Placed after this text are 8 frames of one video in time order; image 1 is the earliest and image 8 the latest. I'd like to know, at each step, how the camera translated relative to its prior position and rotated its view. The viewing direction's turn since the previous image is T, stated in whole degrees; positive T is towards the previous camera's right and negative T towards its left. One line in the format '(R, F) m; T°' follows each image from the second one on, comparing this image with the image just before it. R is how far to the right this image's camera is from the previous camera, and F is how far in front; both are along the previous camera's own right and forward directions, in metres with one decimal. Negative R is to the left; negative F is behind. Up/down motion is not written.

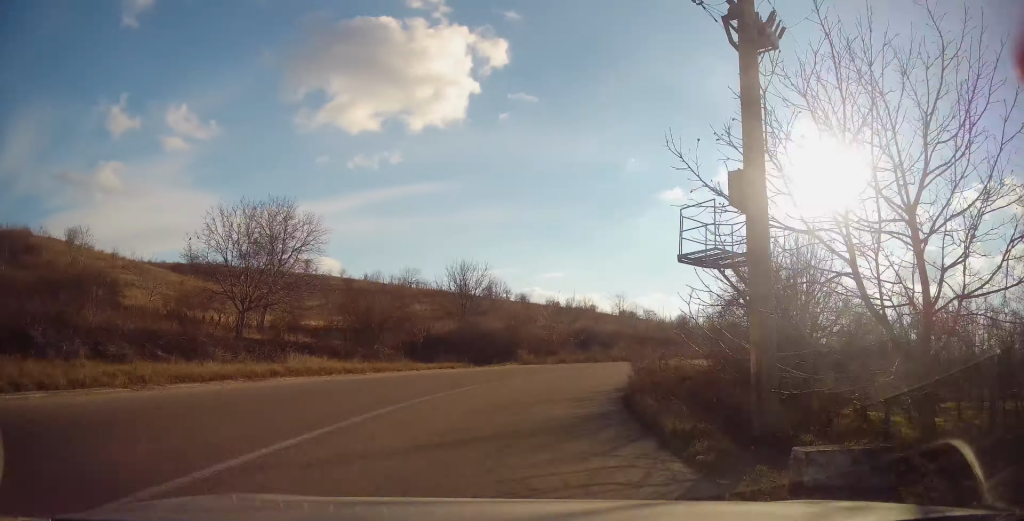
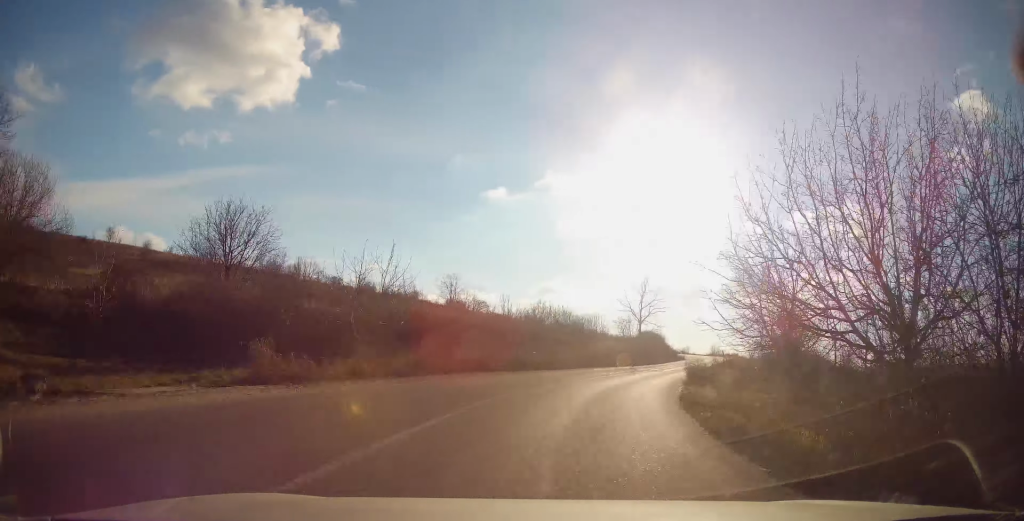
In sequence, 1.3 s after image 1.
(+2.9, +21.1) m; +19°
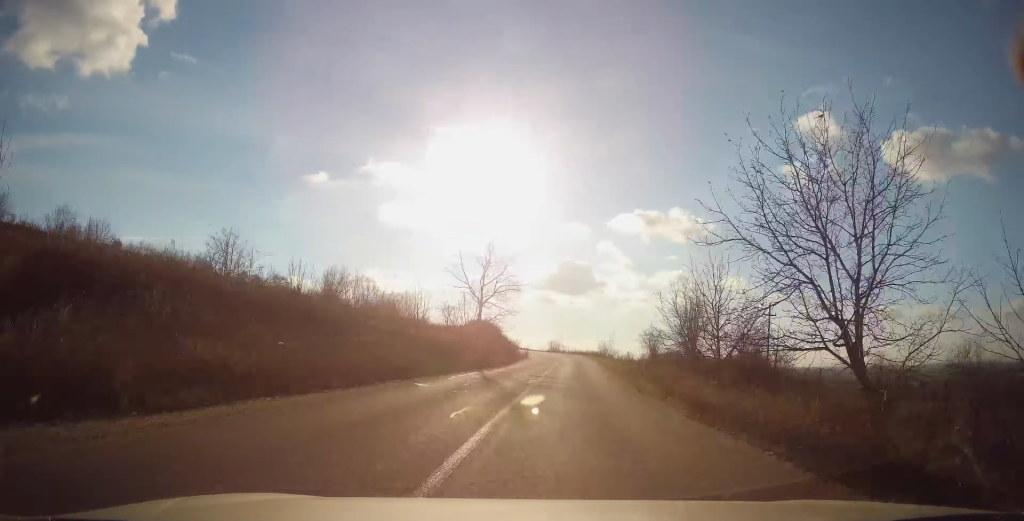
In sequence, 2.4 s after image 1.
(+3.4, +18.7) m; +18°
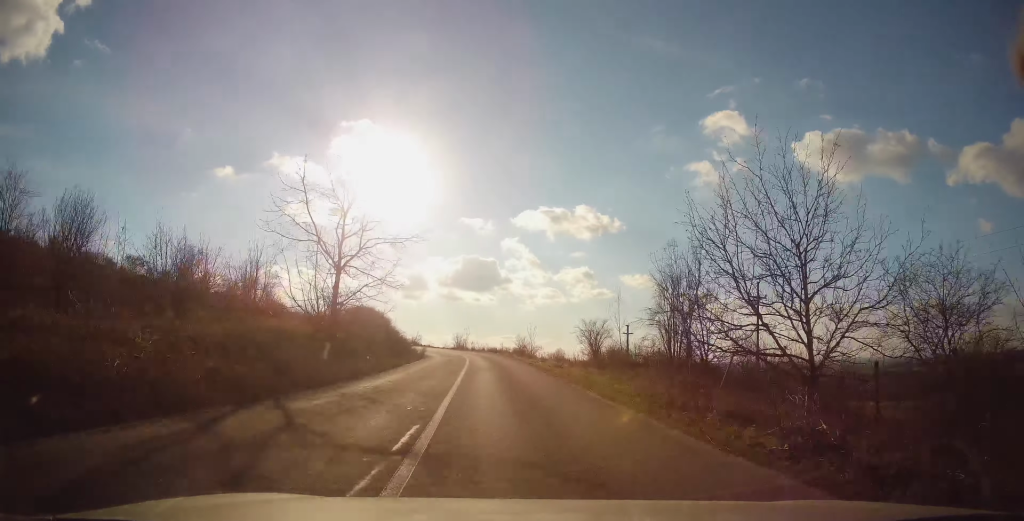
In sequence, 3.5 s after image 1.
(+2.3, +18.2) m; +10°
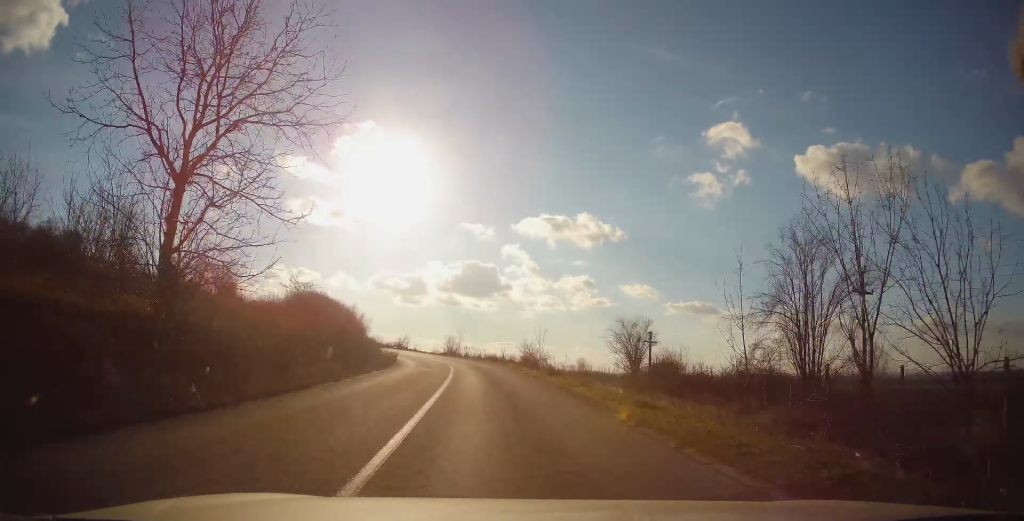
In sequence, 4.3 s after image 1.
(+0.7, +14.7) m; +1°
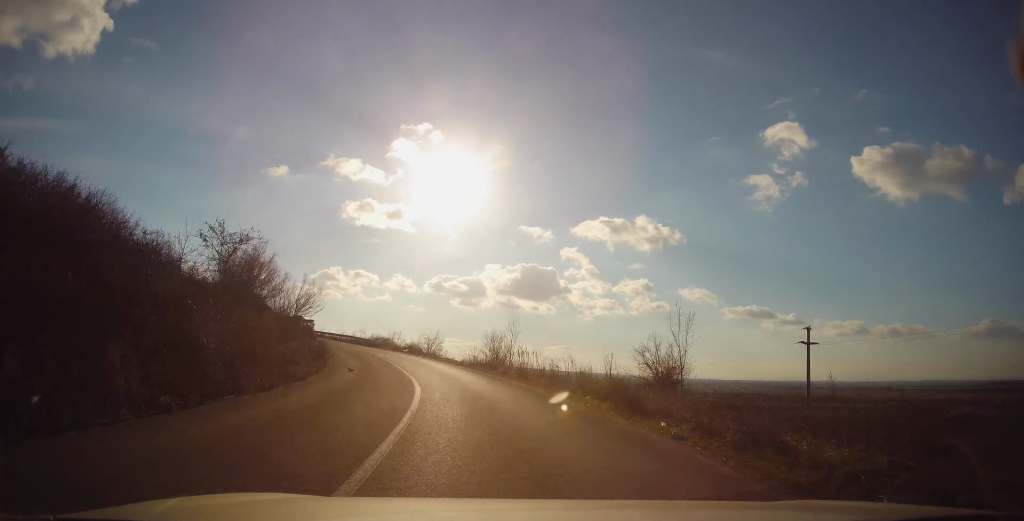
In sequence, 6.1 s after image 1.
(-1.0, +31.8) m; -6°
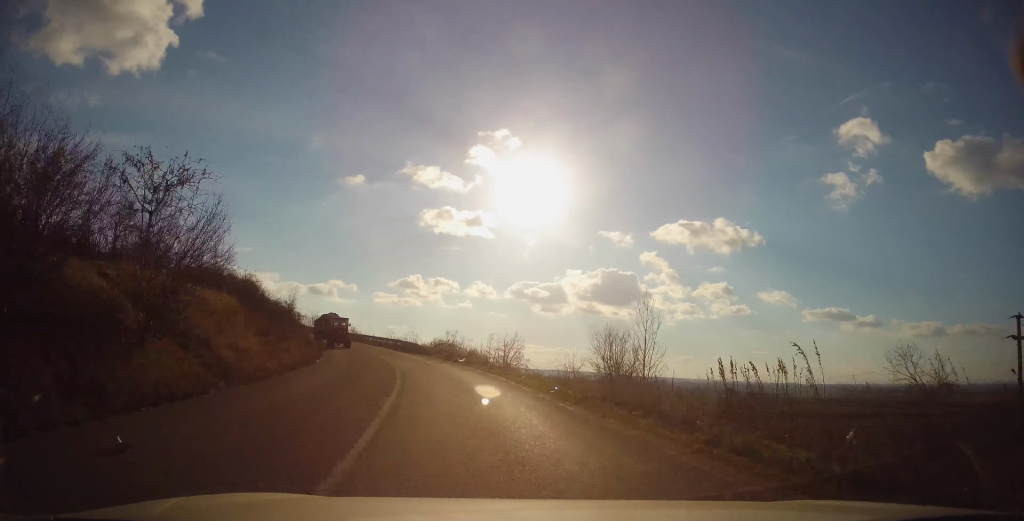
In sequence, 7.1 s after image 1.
(-1.2, +17.9) m; -8°
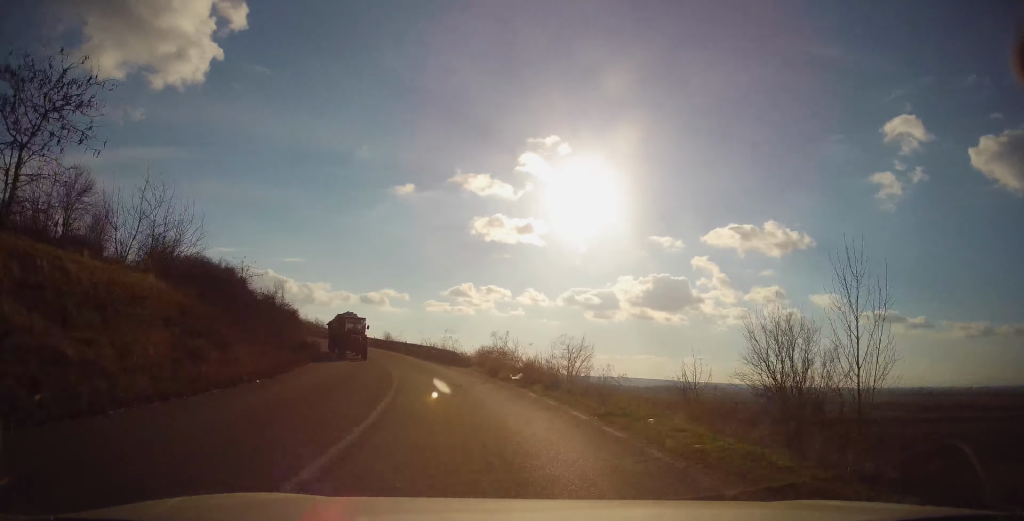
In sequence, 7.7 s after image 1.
(-0.7, +11.0) m; -6°
